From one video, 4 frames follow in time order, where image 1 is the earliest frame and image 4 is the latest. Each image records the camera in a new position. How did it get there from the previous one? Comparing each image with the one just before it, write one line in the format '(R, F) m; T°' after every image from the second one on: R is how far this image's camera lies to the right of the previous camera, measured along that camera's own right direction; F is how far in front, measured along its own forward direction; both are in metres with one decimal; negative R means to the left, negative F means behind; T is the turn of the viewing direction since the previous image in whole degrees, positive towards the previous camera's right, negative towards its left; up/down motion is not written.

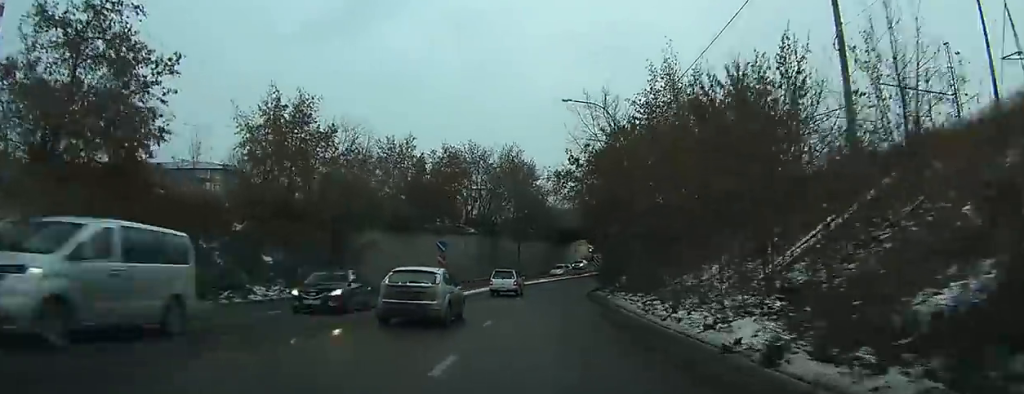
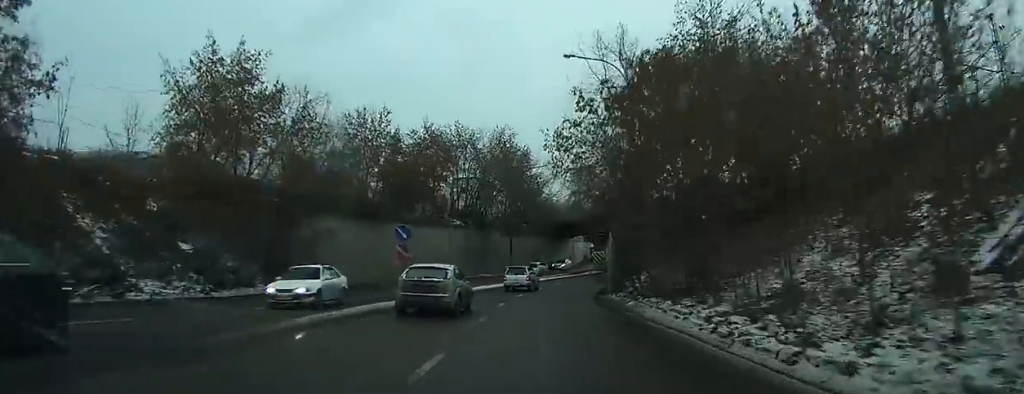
(0.0, +8.0) m; +1°
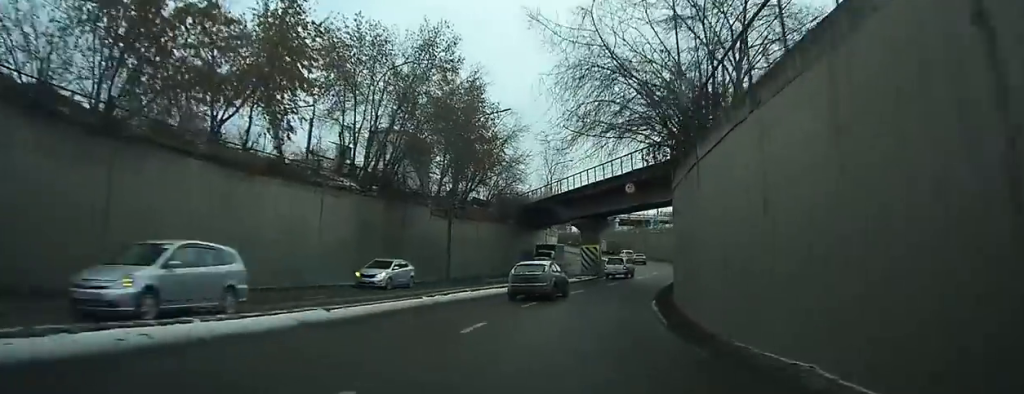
(+0.4, +27.6) m; +4°
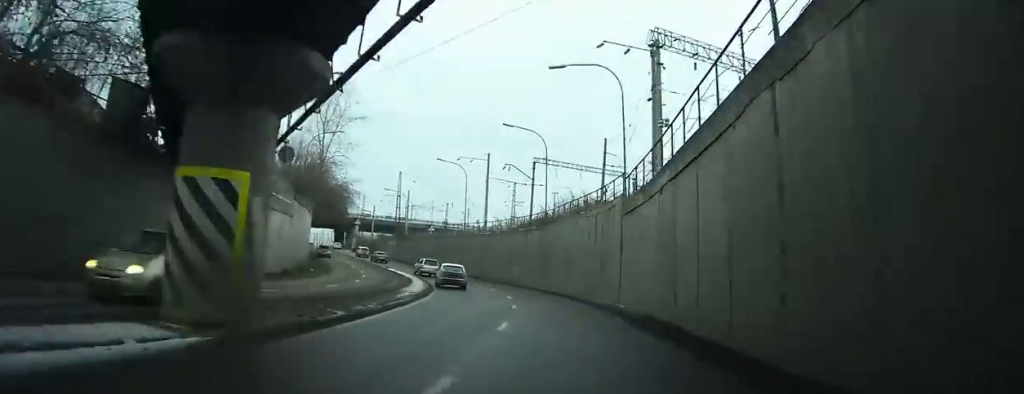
(+3.1, +38.7) m; +10°
